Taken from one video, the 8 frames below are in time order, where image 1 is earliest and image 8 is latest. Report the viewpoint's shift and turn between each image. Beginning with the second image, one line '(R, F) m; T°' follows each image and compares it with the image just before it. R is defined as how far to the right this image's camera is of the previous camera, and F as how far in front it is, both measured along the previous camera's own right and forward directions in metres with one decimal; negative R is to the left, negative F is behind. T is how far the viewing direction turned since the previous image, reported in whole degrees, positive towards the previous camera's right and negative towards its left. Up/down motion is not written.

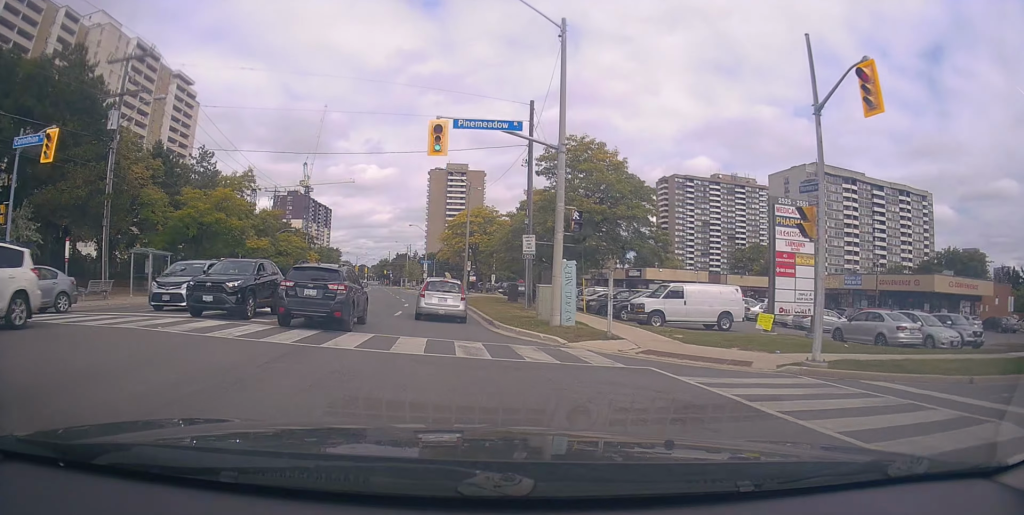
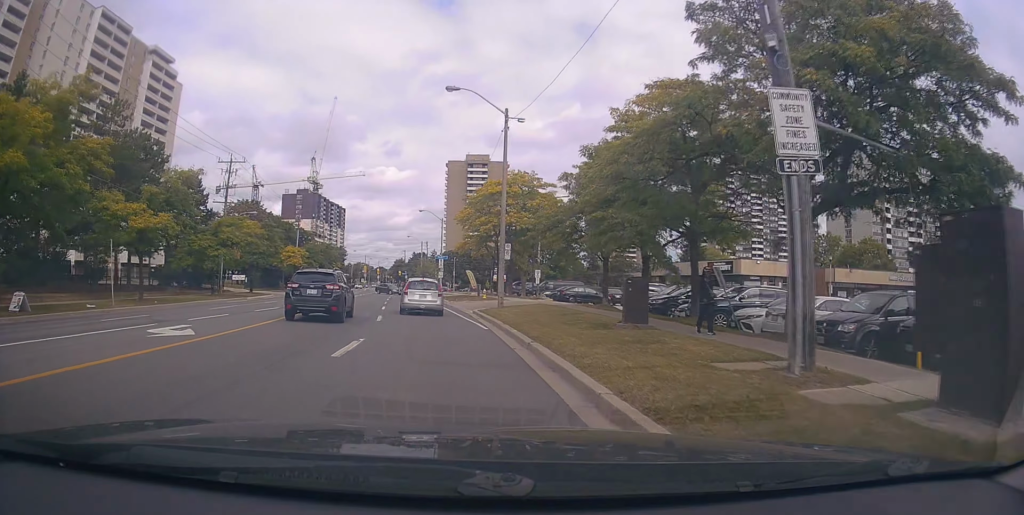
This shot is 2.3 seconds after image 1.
(-0.3, +20.7) m; -4°
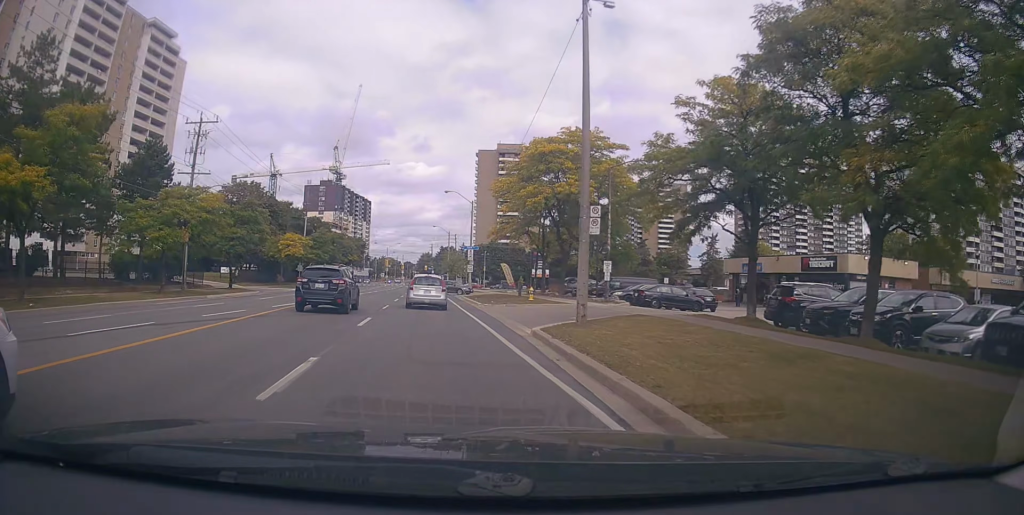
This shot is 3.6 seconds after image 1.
(-0.3, +13.1) m; -2°
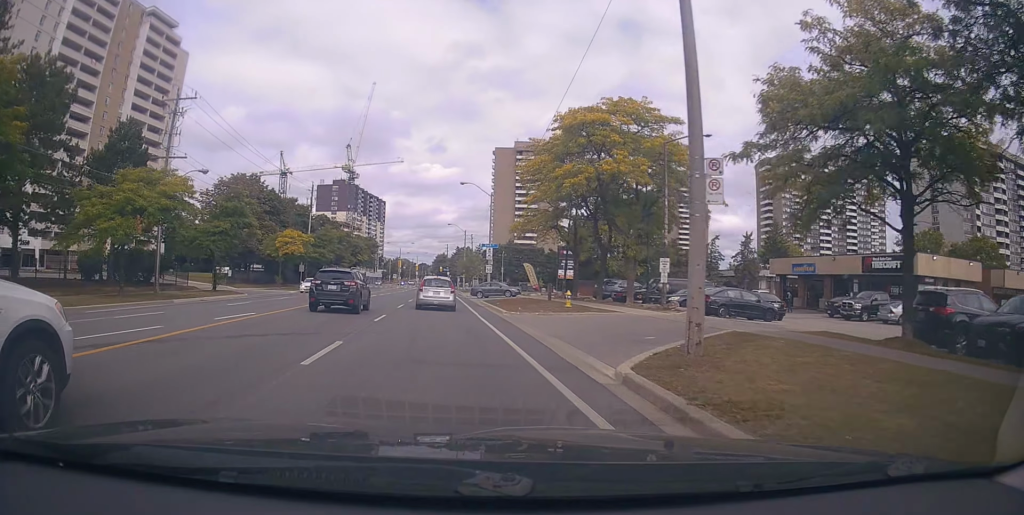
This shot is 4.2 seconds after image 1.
(-0.1, +6.7) m; -1°
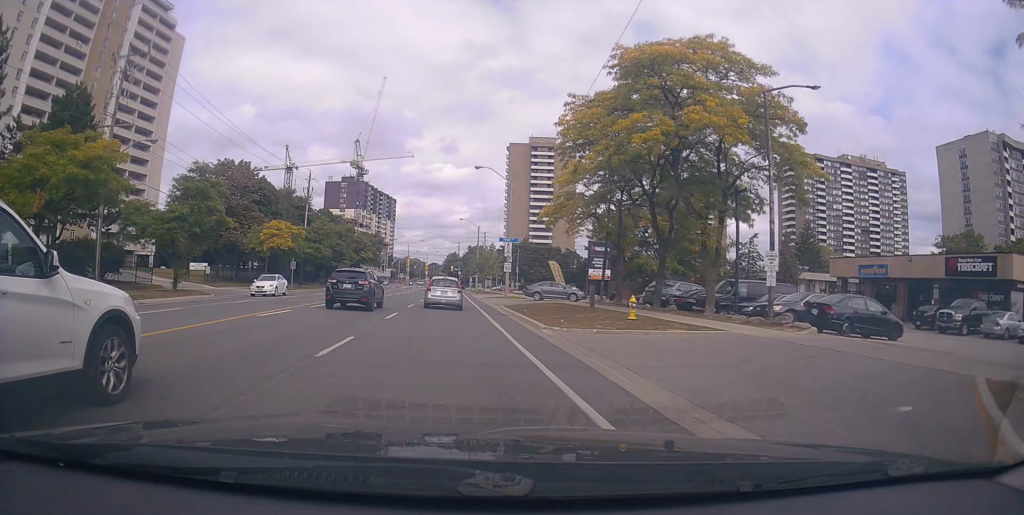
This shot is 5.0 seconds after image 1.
(+0.3, +8.6) m; -2°
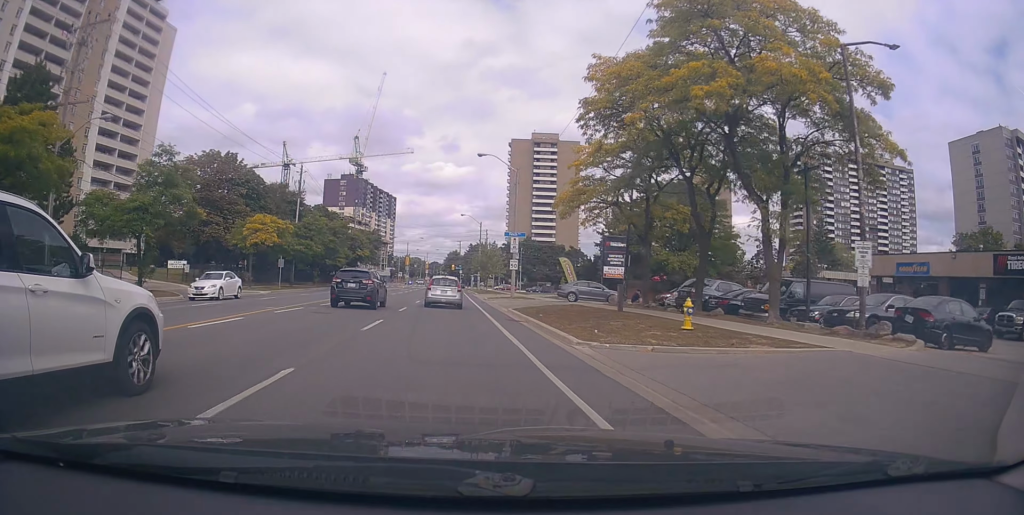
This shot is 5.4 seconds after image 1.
(-0.3, +4.6) m; 0°
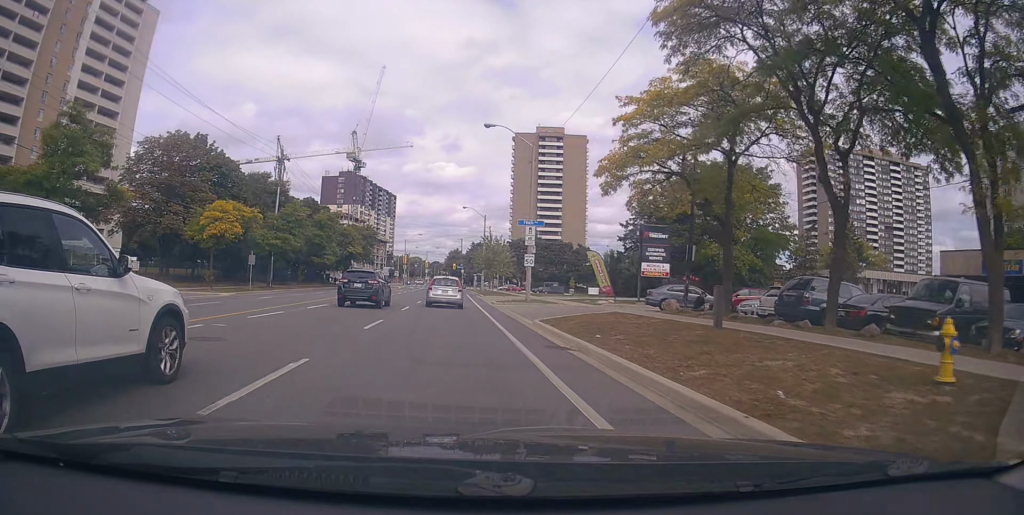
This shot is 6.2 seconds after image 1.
(-0.2, +8.6) m; 0°
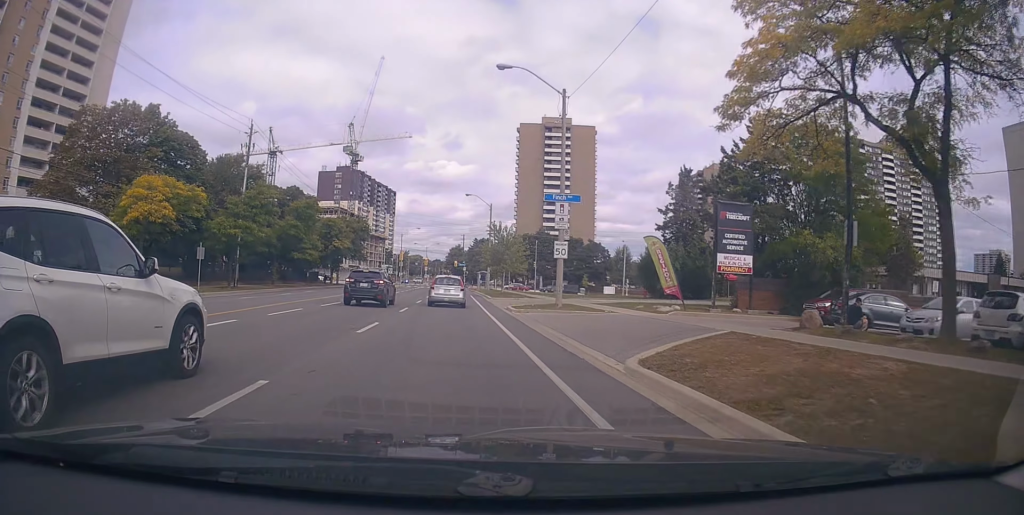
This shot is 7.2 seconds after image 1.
(+0.3, +10.3) m; 0°
